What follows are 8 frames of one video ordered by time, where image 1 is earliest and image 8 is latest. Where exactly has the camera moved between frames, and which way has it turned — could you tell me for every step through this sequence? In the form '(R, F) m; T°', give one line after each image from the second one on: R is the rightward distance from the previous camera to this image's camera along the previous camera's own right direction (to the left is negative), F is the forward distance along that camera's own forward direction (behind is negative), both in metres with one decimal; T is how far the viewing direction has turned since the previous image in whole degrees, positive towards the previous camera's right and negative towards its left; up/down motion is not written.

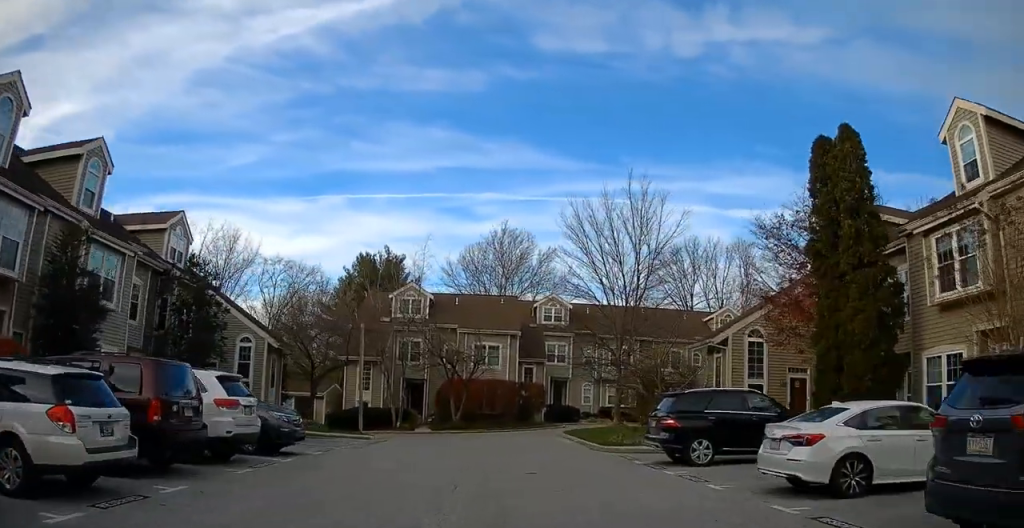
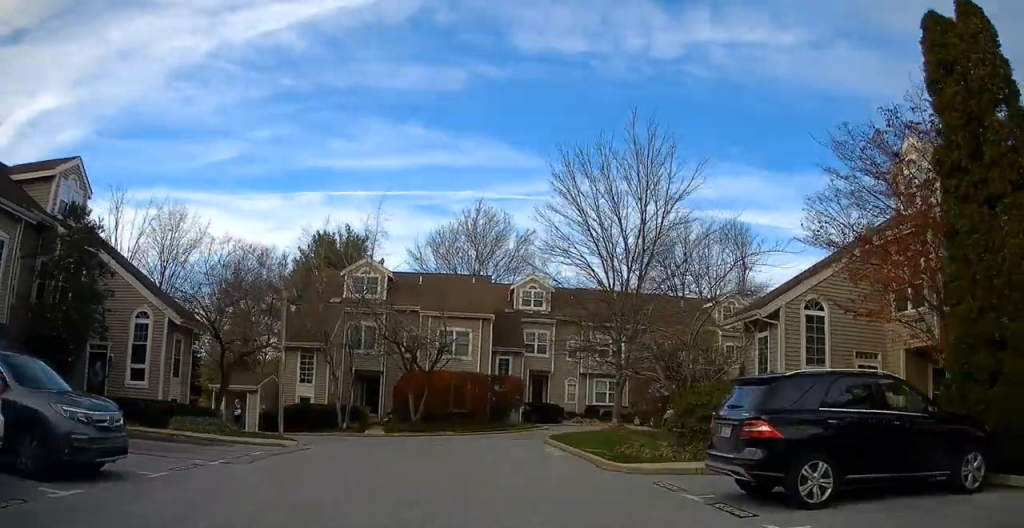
(+0.2, +6.8) m; +1°
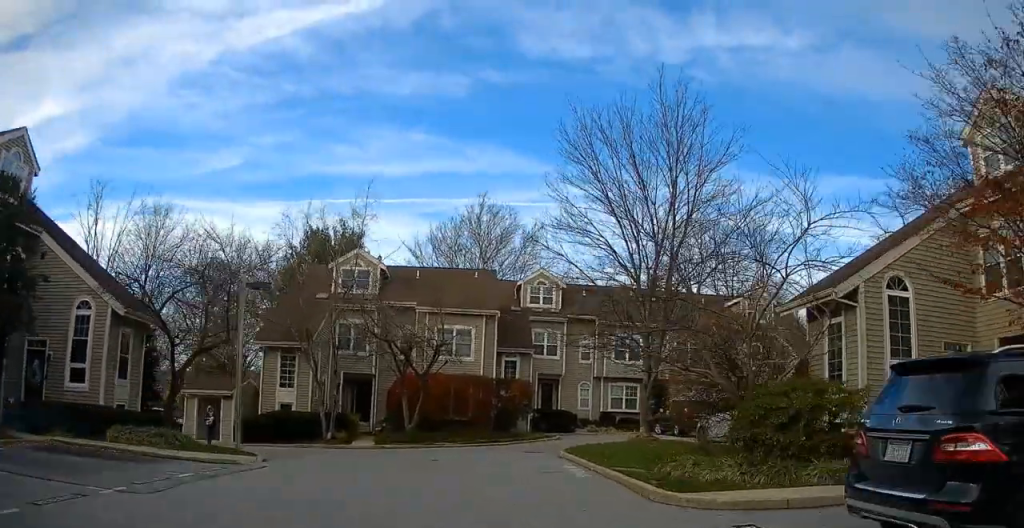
(-0.1, +3.8) m; -1°
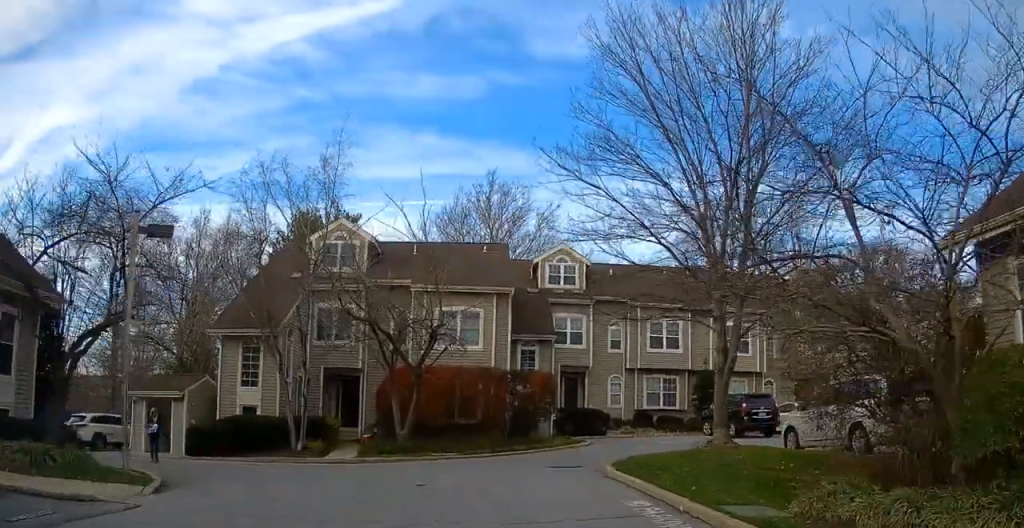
(0.0, +6.1) m; -2°
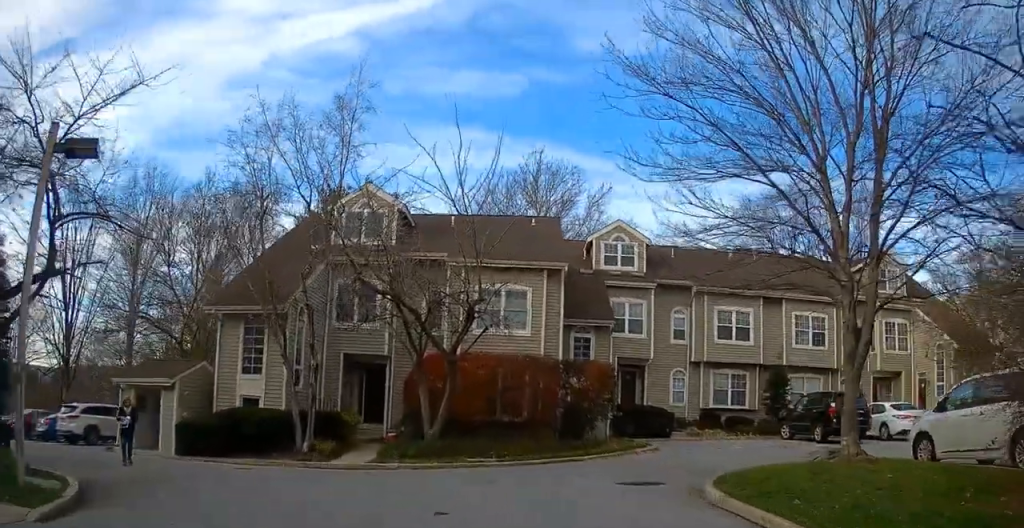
(-0.1, +4.2) m; -1°
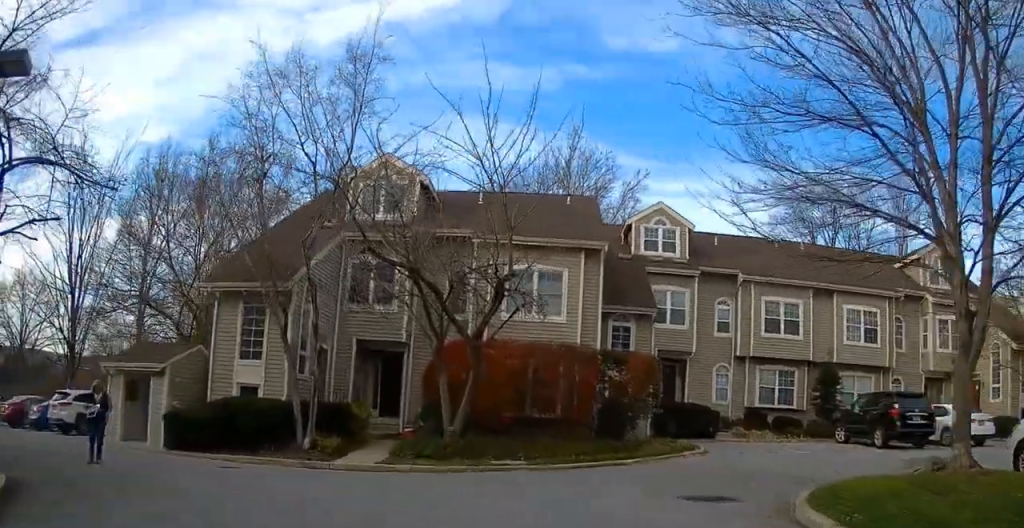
(-0.1, +2.6) m; +1°
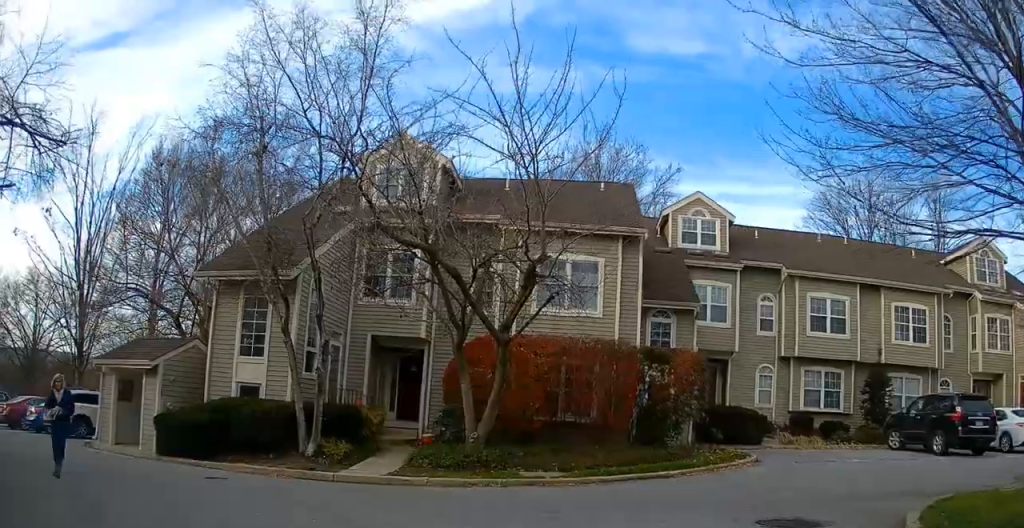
(+0.2, +2.1) m; -2°
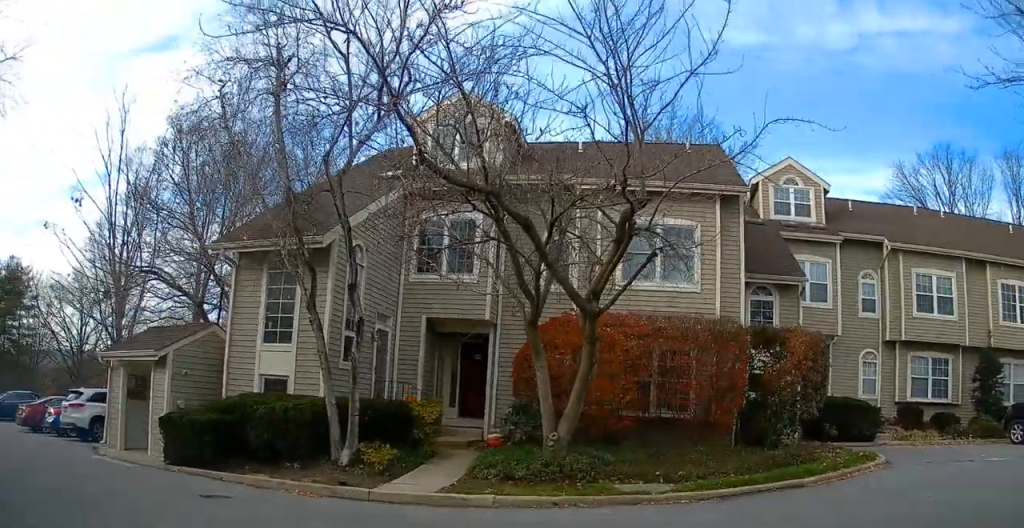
(-0.3, +3.3) m; -20°
